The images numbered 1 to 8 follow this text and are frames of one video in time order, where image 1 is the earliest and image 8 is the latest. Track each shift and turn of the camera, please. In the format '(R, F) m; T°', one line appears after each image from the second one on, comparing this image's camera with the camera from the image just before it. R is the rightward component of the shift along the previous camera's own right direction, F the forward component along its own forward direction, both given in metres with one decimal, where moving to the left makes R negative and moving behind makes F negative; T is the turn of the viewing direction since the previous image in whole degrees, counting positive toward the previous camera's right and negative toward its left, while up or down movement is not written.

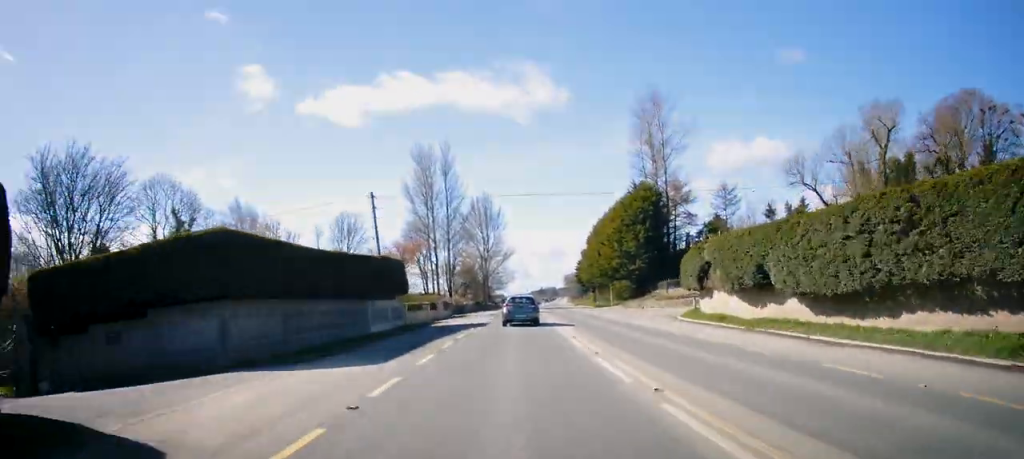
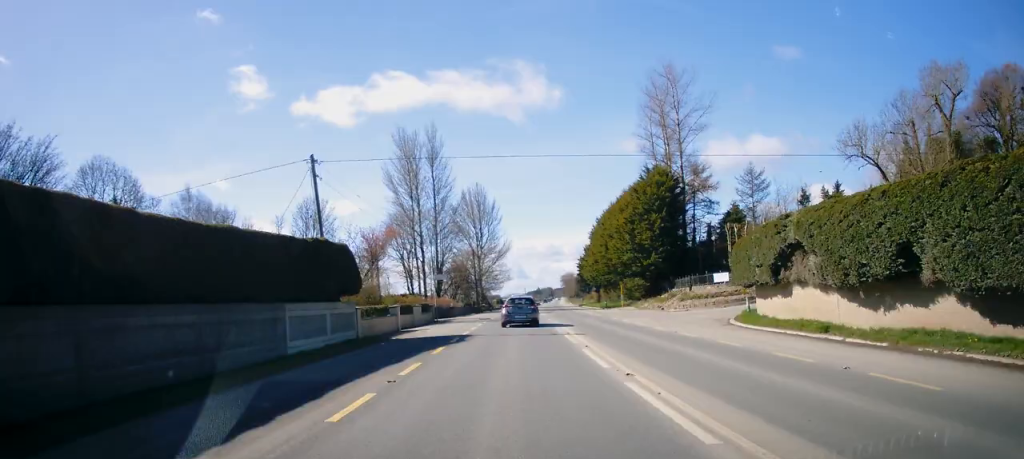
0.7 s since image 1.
(0.0, +9.9) m; +1°
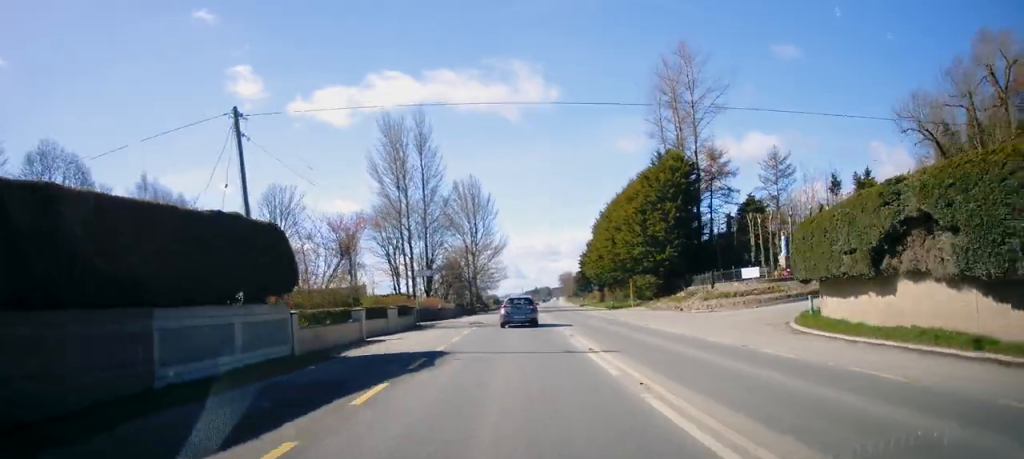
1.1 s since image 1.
(+0.1, +7.1) m; 0°
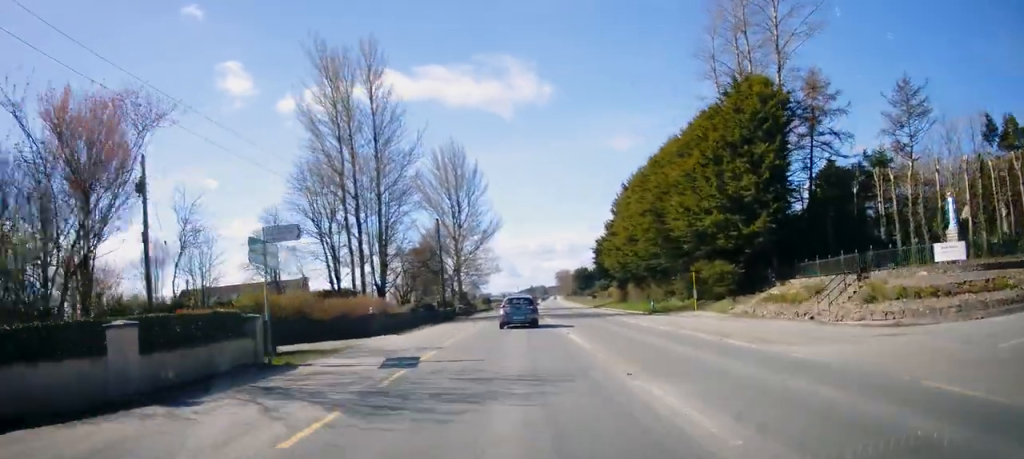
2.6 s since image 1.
(-0.2, +22.7) m; 0°
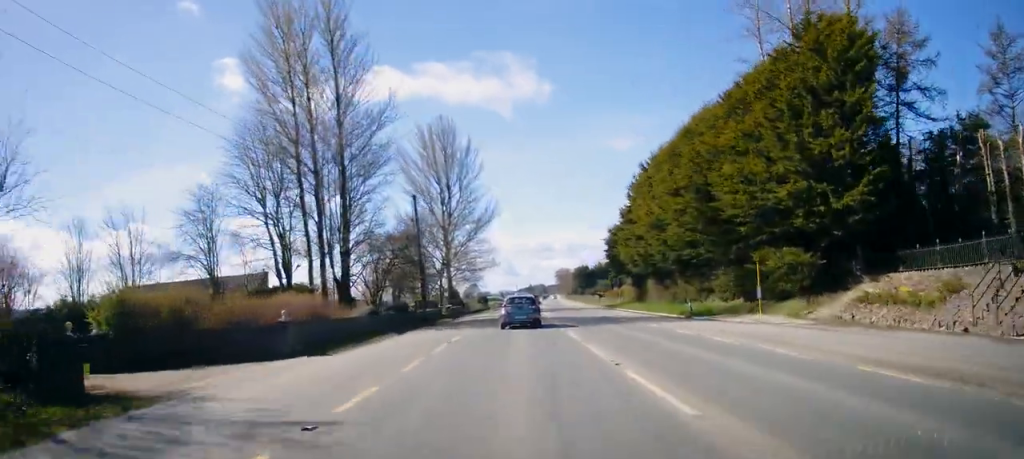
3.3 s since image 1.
(+0.2, +10.4) m; +1°
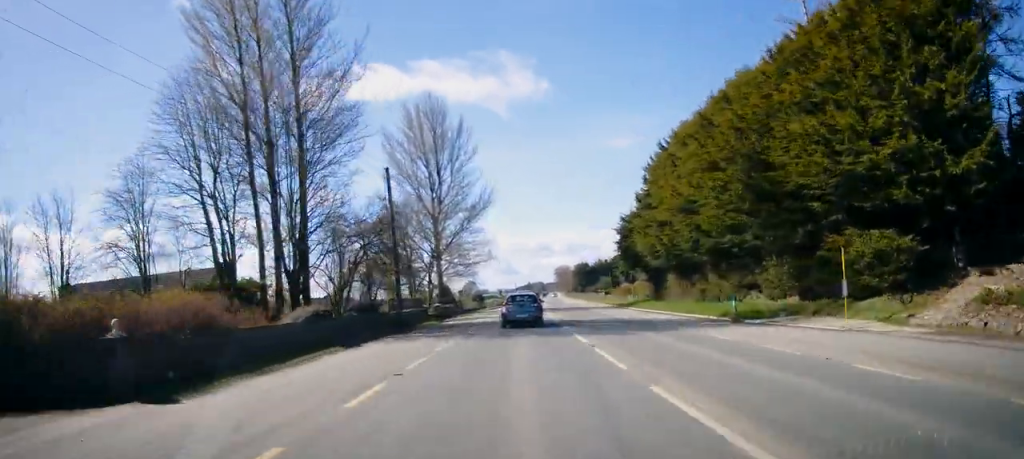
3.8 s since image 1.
(0.0, +7.7) m; 0°
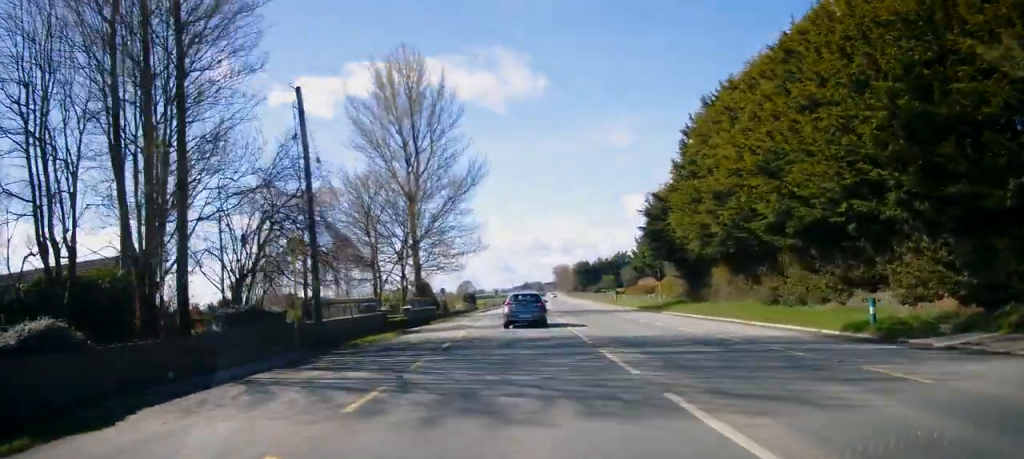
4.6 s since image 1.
(0.0, +12.3) m; 0°
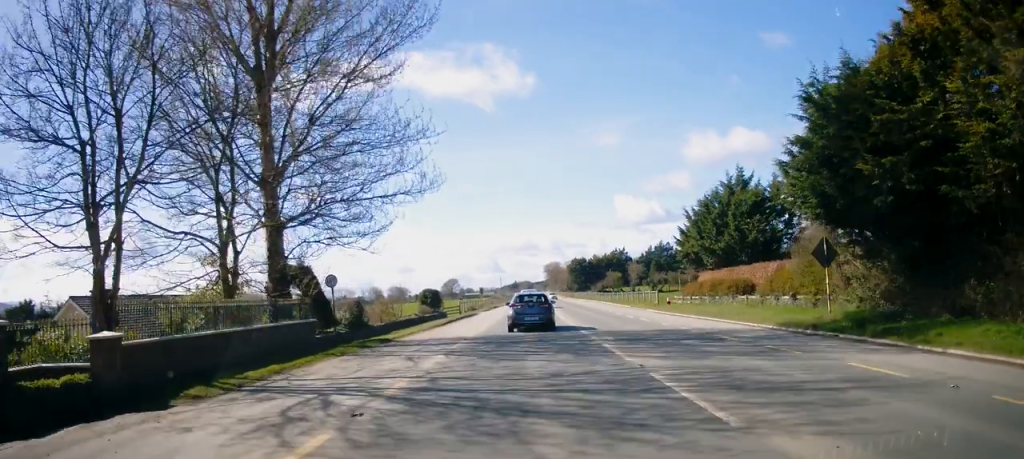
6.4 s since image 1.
(+0.1, +27.5) m; +1°
